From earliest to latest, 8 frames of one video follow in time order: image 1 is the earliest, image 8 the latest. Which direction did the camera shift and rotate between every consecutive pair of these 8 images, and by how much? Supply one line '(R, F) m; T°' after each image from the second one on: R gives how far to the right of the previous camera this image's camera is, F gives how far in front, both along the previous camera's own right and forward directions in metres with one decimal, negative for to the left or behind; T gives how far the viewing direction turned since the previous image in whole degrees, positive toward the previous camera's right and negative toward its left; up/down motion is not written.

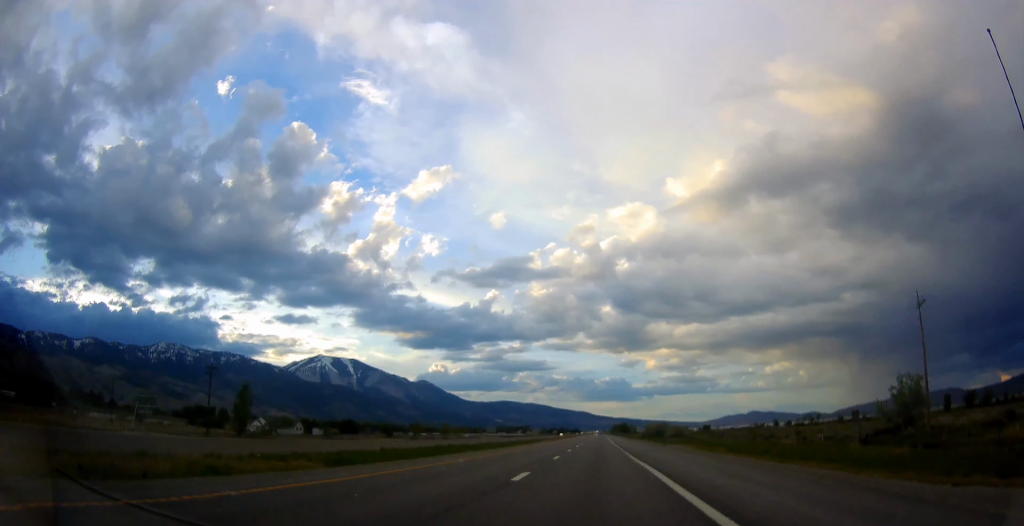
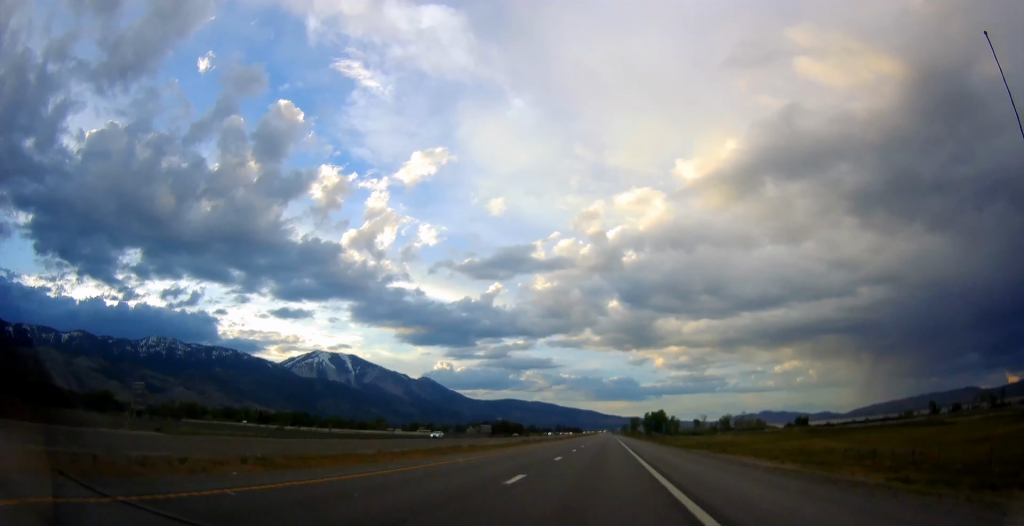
(-1.6, +420.1) m; 0°
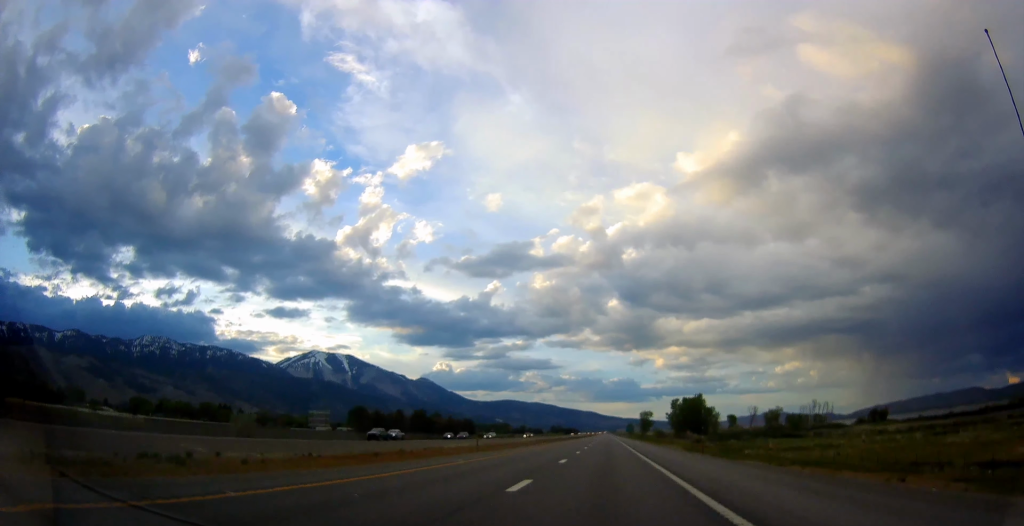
(+0.3, +151.1) m; 0°
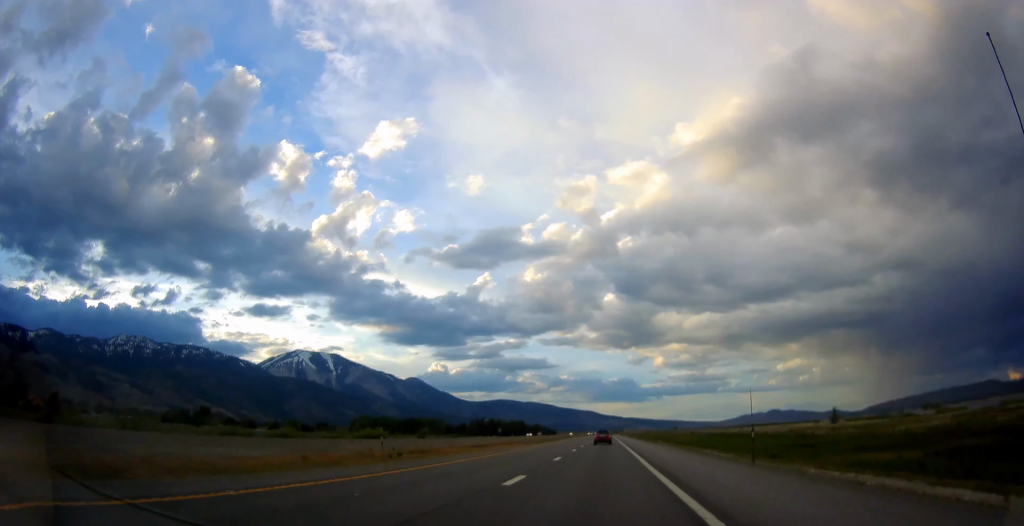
(-0.3, +562.2) m; 0°
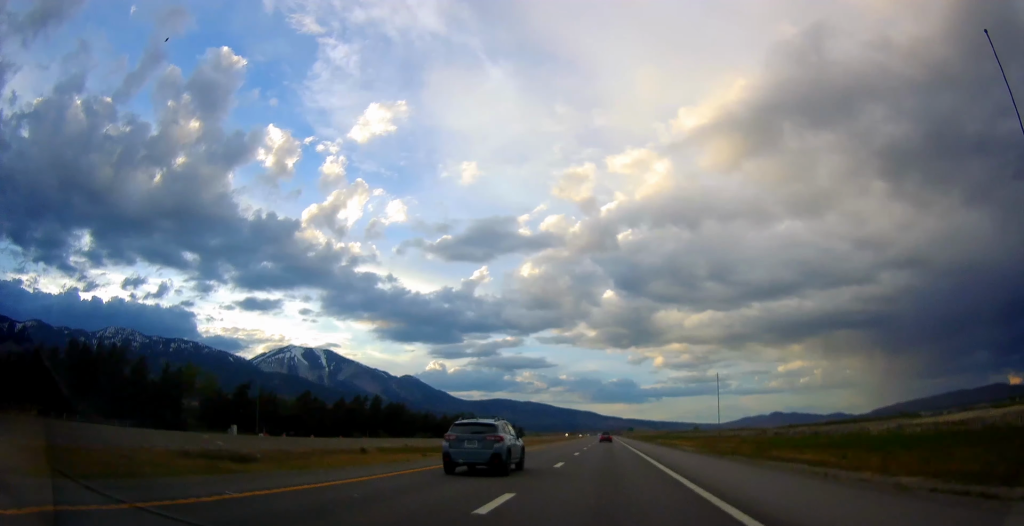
(-0.5, +261.7) m; 0°
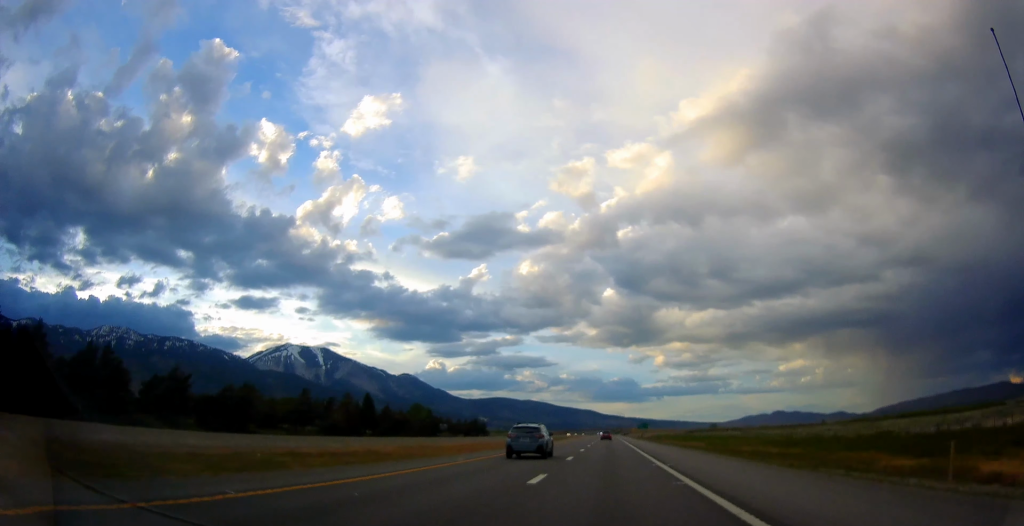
(-0.1, +129.1) m; 0°
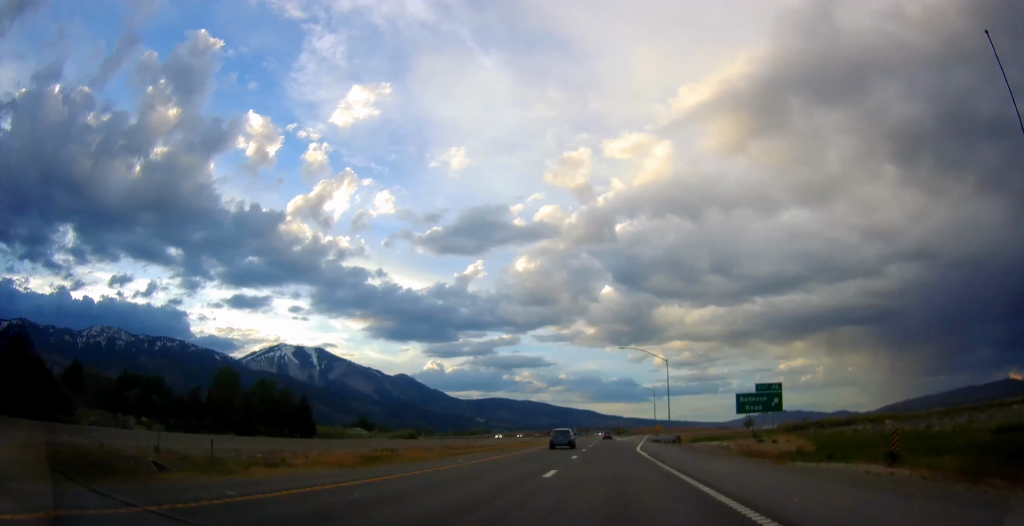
(+0.1, +182.5) m; 0°
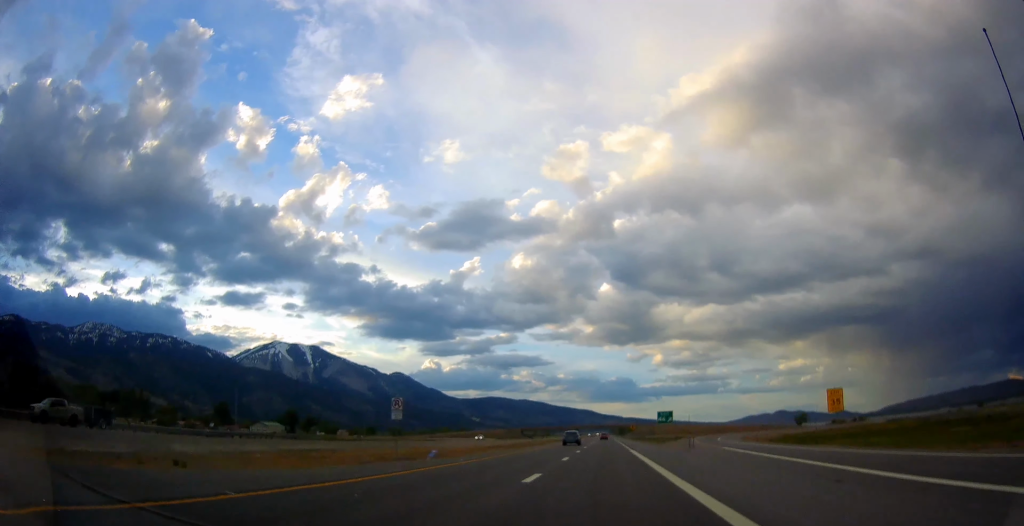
(+0.2, +149.4) m; 0°
